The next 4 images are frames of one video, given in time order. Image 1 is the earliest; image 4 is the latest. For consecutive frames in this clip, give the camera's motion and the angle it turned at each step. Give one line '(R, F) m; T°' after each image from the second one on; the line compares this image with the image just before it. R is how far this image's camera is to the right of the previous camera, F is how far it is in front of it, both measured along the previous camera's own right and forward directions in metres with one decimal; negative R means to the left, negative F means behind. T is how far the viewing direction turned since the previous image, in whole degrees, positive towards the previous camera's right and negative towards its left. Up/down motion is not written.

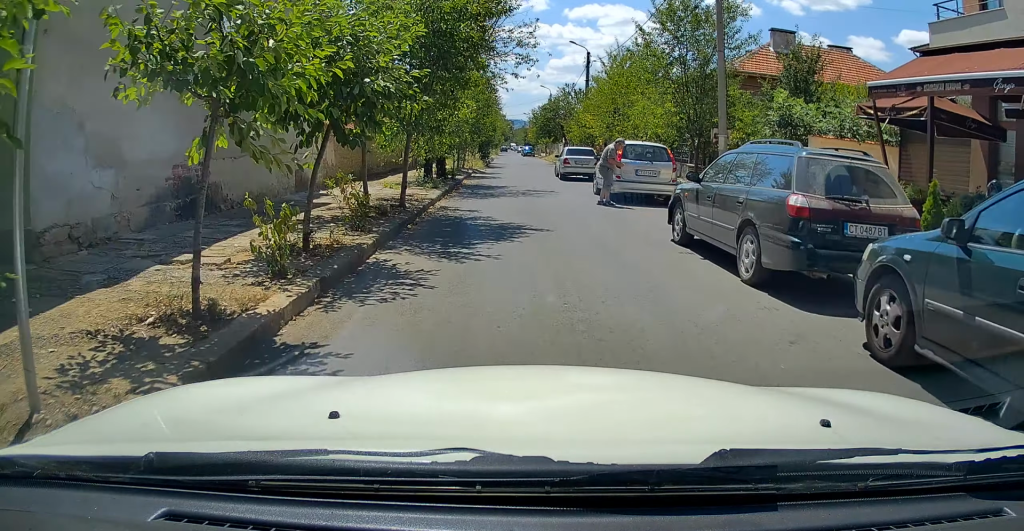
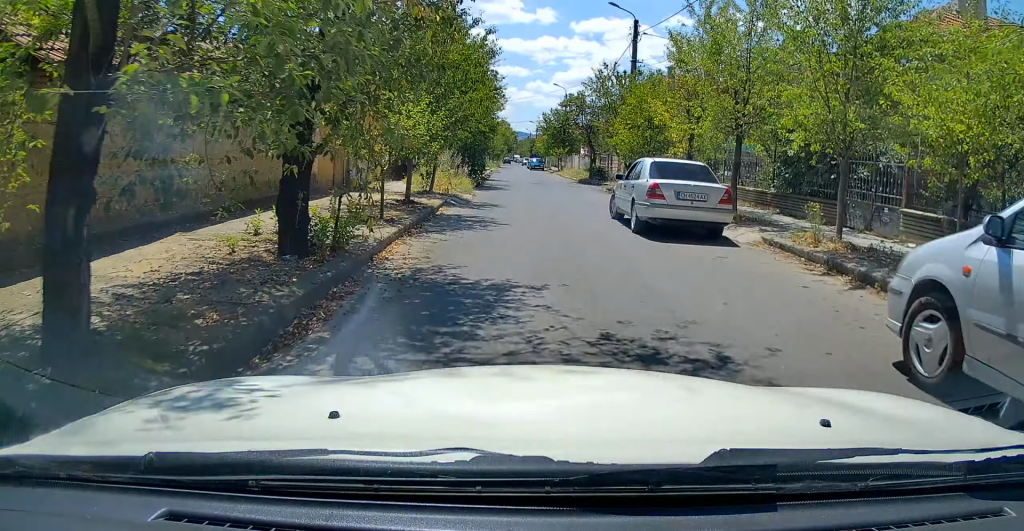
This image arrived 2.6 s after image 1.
(0.0, +14.0) m; 0°
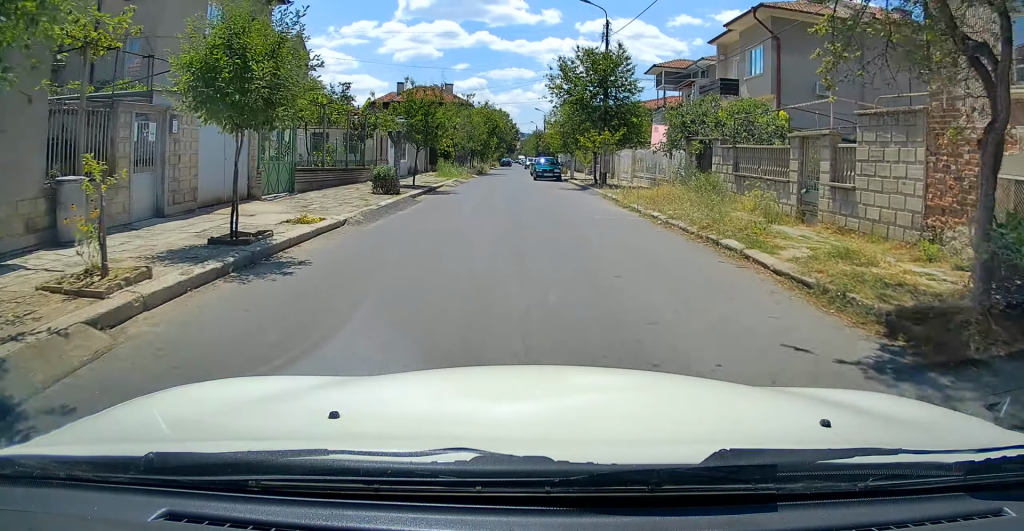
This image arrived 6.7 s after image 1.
(+1.6, +33.1) m; +4°
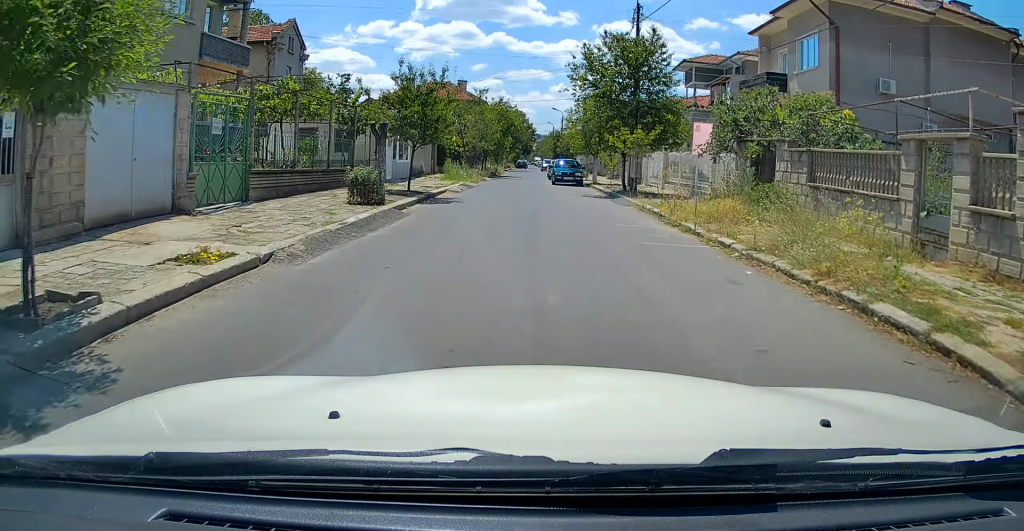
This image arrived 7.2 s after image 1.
(0.0, +4.2) m; 0°
